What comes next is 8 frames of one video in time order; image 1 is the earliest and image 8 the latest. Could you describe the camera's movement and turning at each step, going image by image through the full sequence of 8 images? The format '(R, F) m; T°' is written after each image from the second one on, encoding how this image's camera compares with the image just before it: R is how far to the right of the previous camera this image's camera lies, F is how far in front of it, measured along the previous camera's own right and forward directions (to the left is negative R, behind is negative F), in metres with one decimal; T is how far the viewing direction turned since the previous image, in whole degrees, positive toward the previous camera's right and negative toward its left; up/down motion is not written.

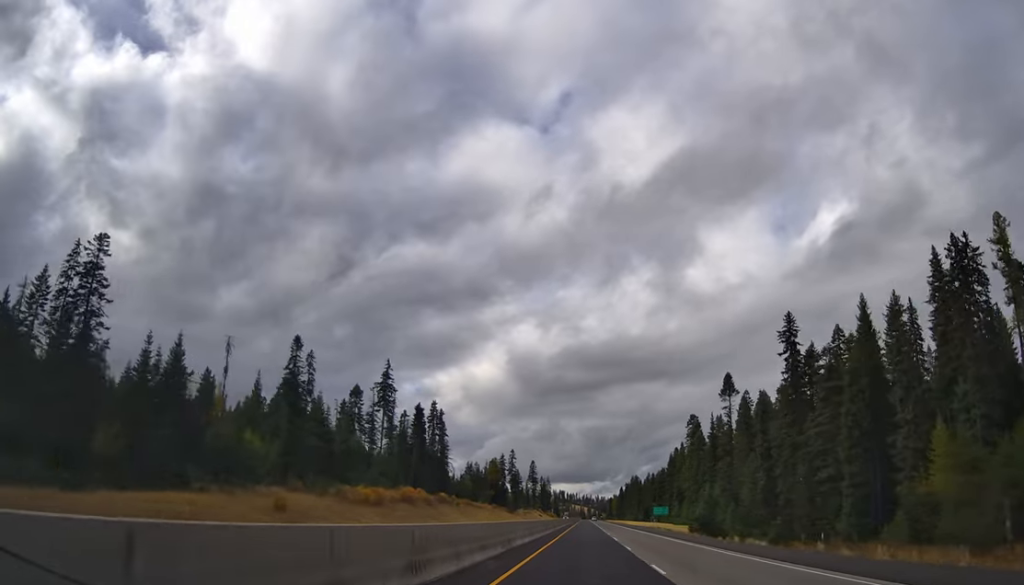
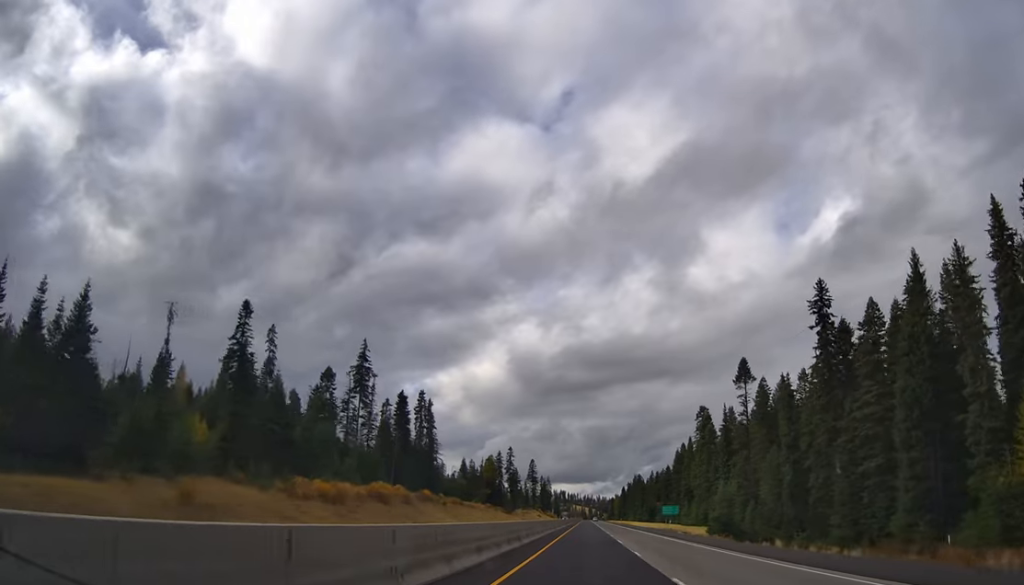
(0.0, +16.6) m; 0°
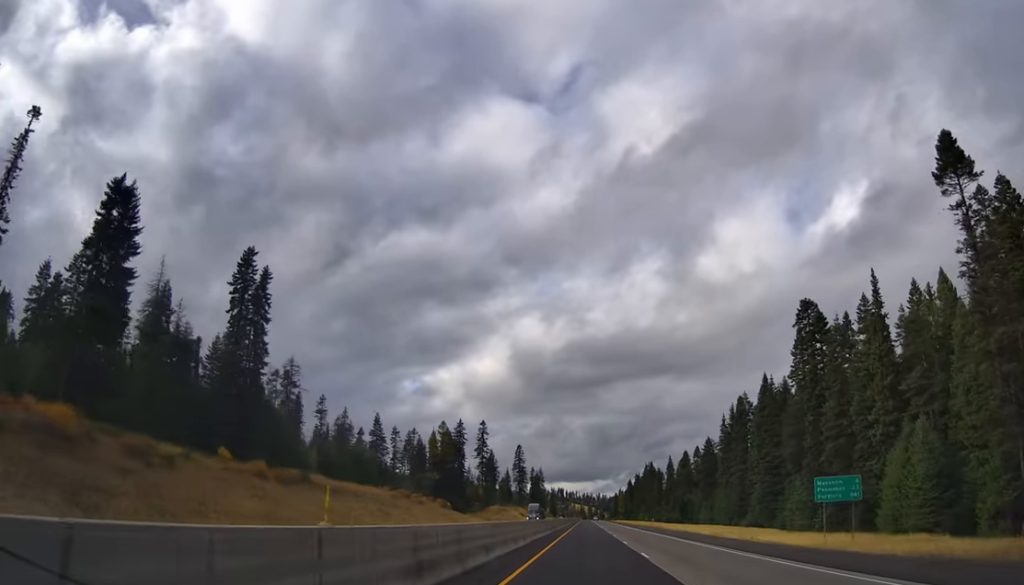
(-0.5, +99.6) m; -1°
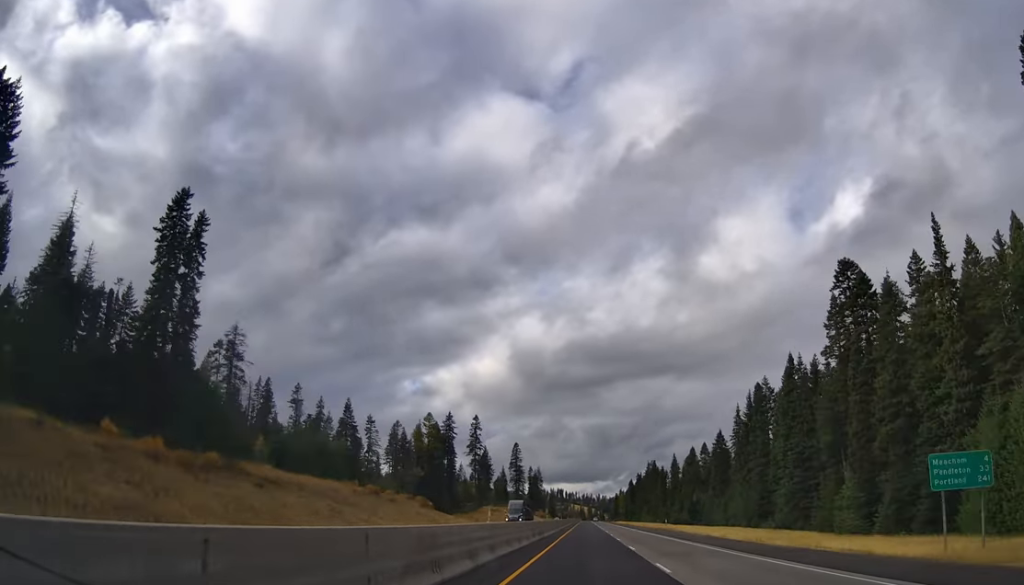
(-0.1, +17.7) m; 0°
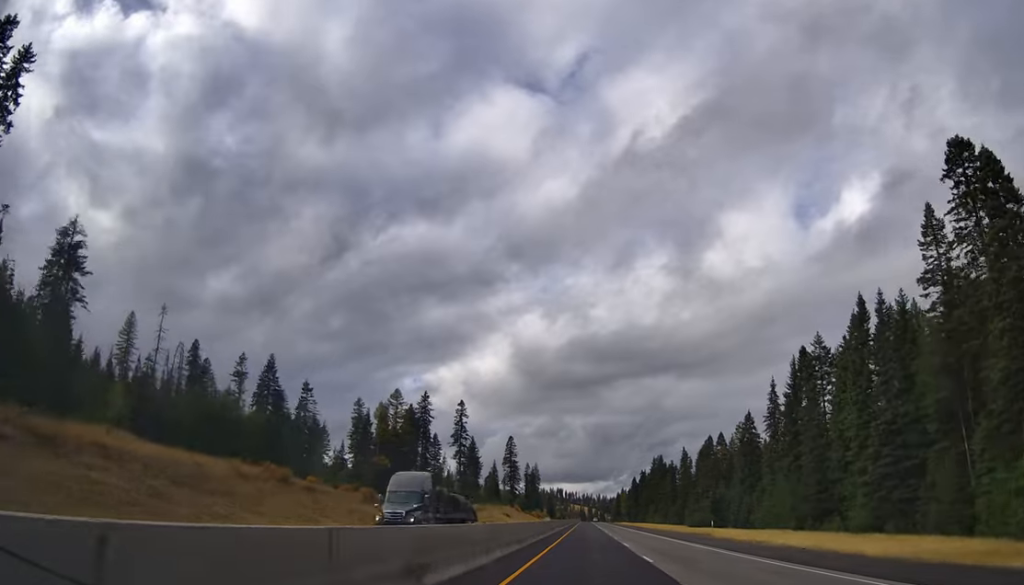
(0.0, +32.0) m; 0°
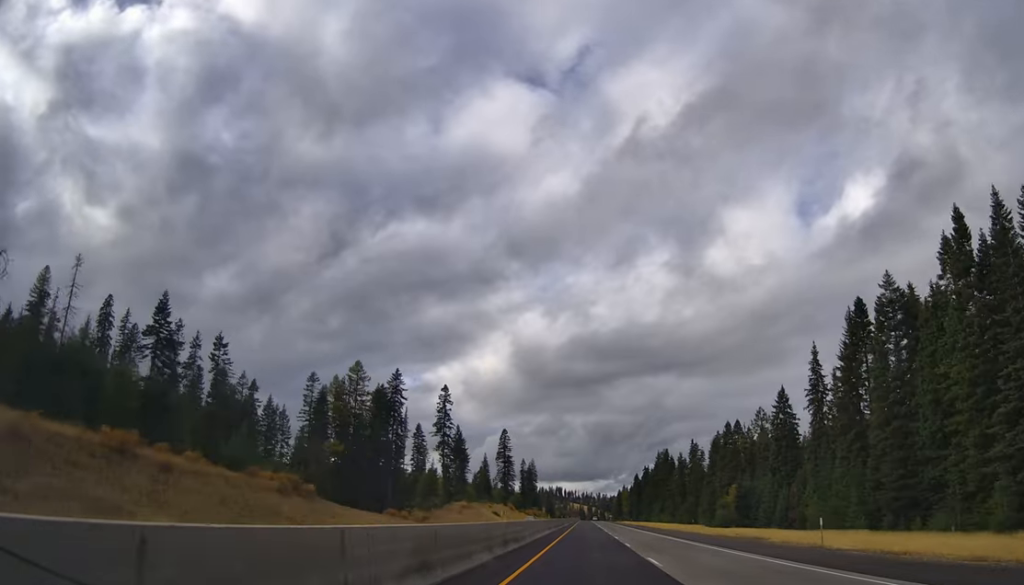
(0.0, +26.4) m; +1°
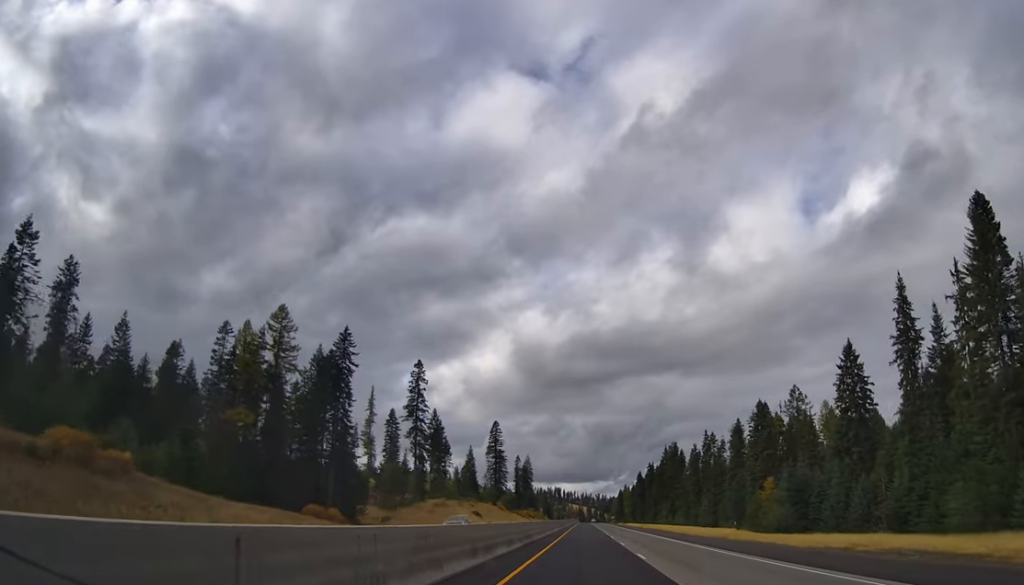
(+0.7, +33.0) m; +1°
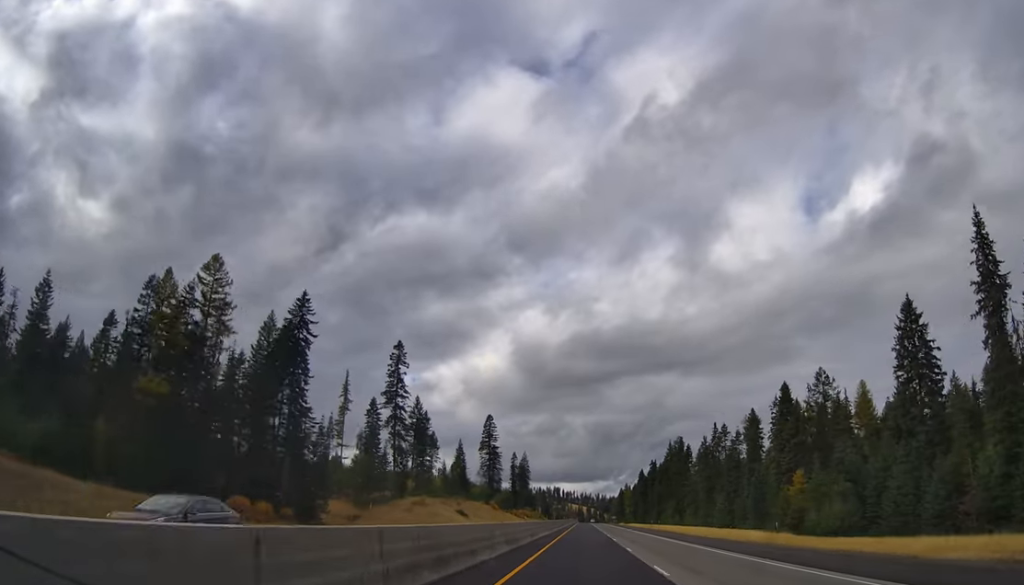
(0.0, +18.7) m; 0°
